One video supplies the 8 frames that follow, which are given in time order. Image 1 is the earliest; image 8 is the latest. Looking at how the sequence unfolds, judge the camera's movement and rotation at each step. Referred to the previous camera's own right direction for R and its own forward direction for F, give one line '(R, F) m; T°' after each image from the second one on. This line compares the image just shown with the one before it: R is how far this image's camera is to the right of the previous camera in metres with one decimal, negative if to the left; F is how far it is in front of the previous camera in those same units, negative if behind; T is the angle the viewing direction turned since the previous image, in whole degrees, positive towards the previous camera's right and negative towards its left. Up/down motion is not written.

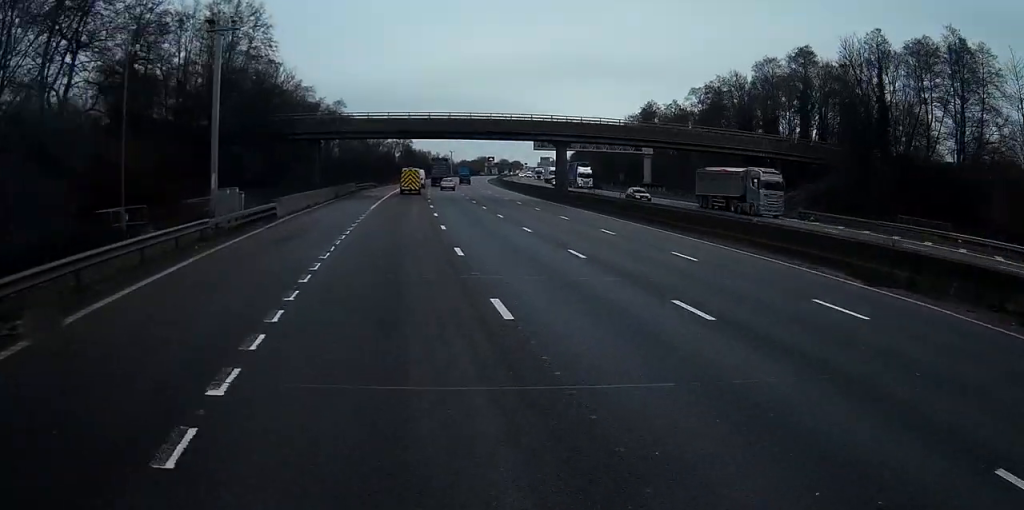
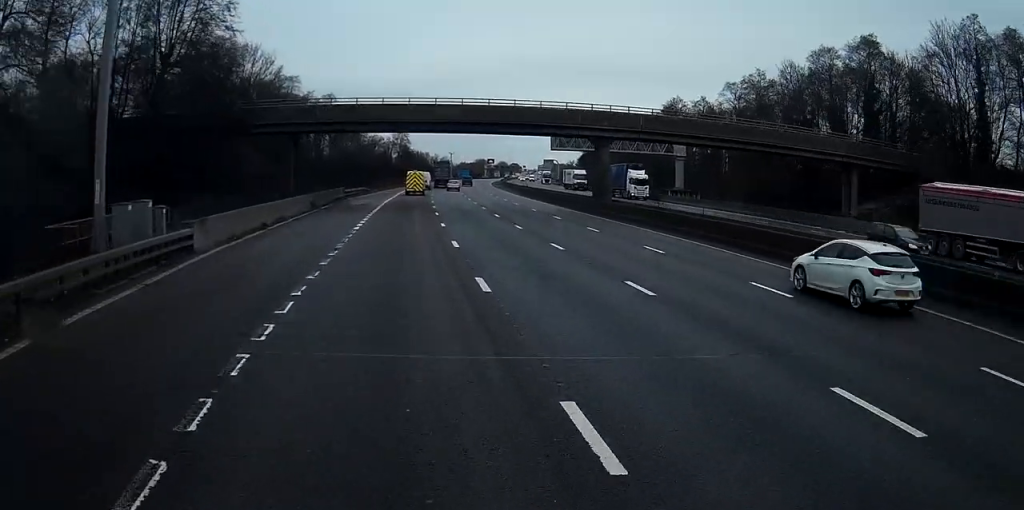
(0.0, +15.2) m; 0°
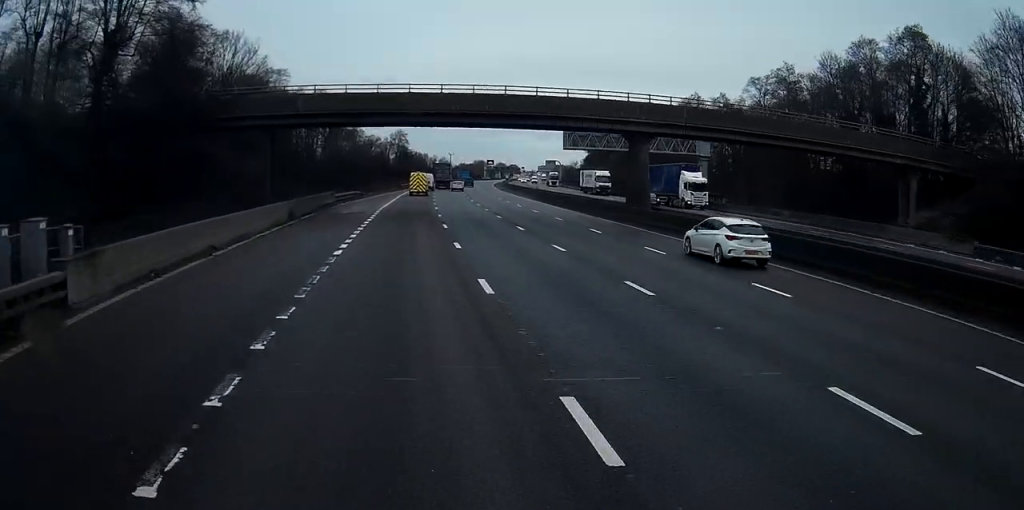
(0.0, +9.2) m; 0°
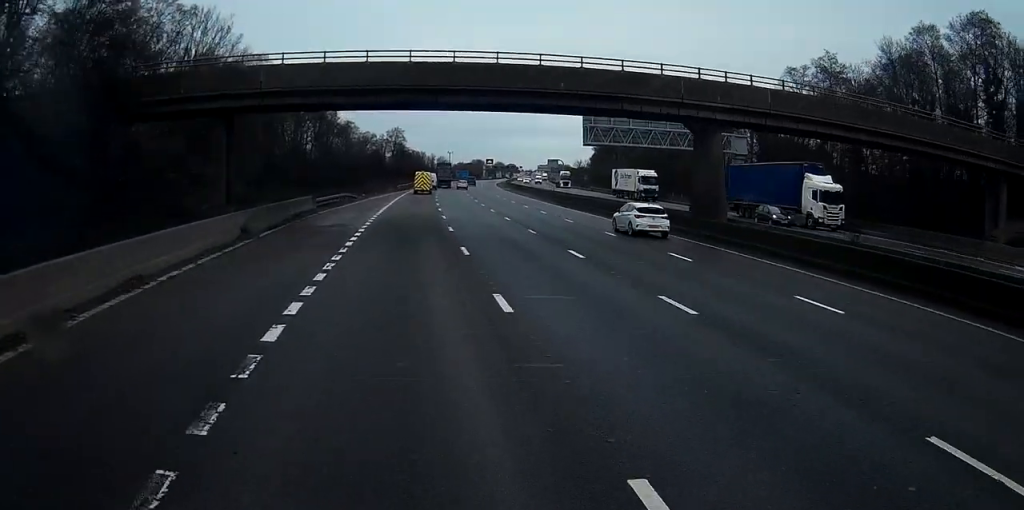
(0.0, +11.7) m; 0°
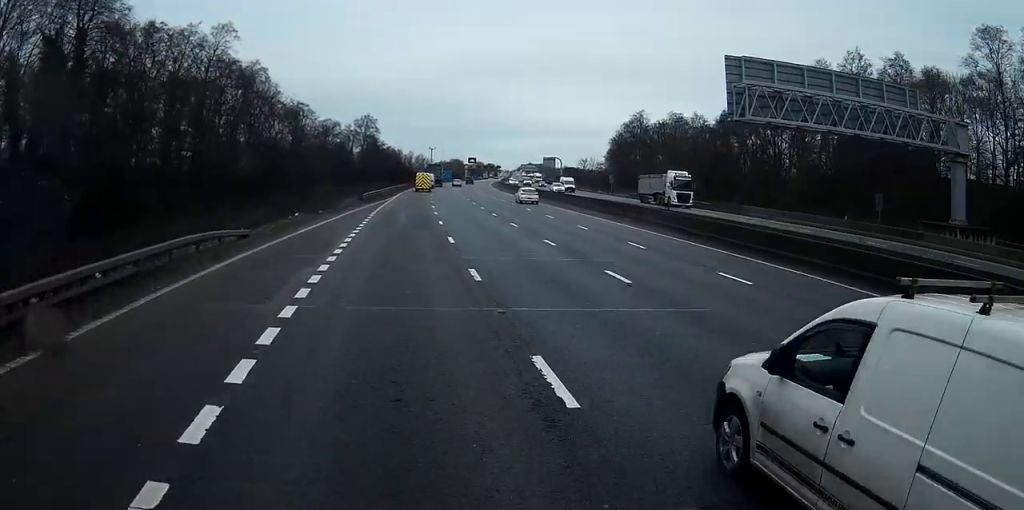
(+0.6, +42.1) m; +2°
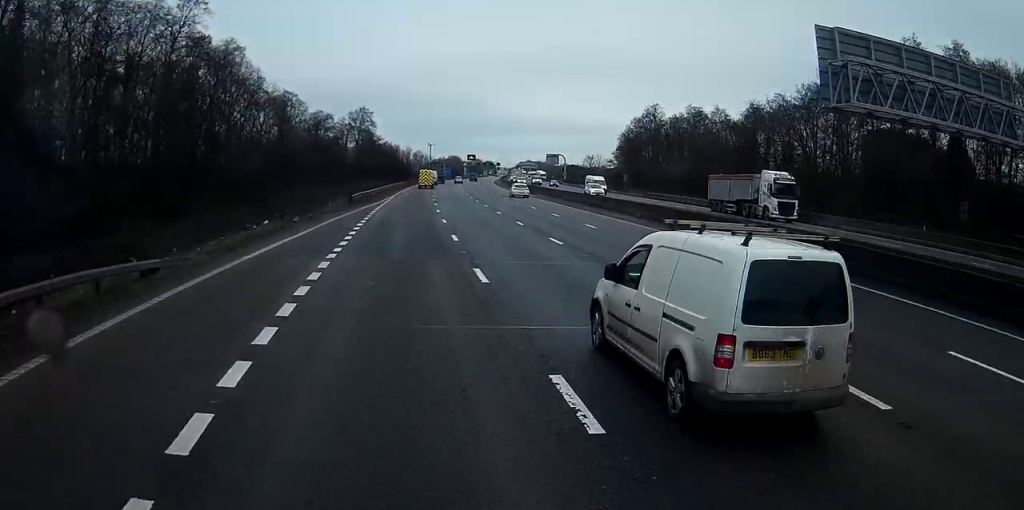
(0.0, +10.3) m; 0°
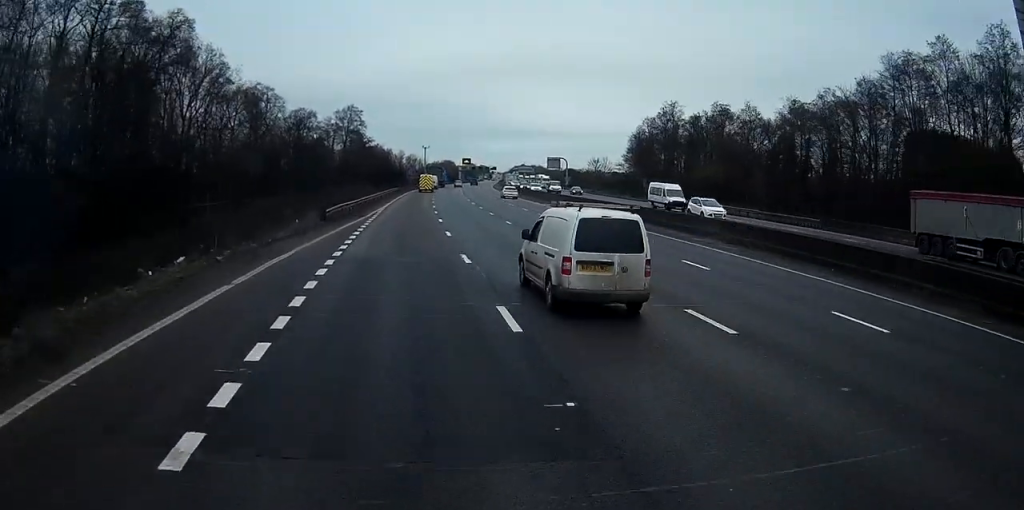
(+0.1, +14.0) m; 0°
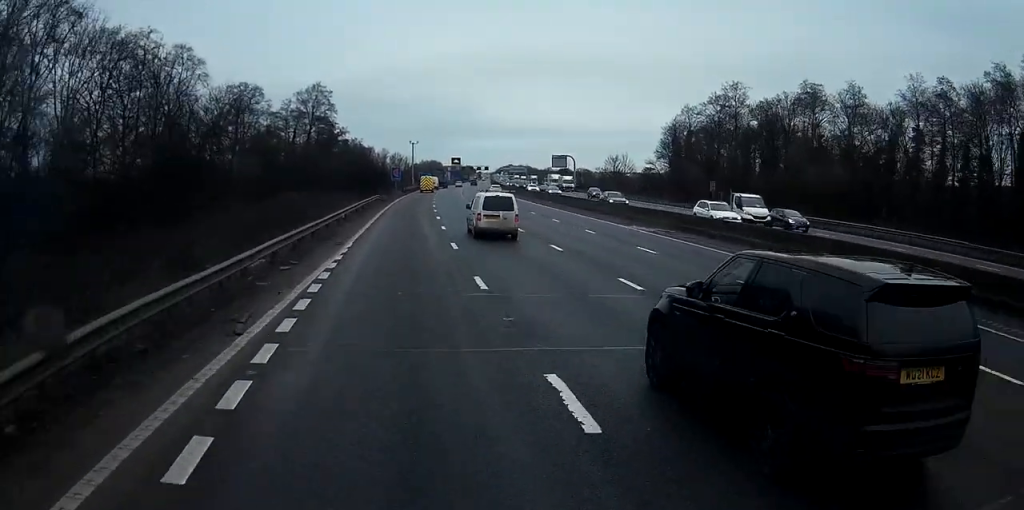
(+0.2, +31.8) m; +1°
